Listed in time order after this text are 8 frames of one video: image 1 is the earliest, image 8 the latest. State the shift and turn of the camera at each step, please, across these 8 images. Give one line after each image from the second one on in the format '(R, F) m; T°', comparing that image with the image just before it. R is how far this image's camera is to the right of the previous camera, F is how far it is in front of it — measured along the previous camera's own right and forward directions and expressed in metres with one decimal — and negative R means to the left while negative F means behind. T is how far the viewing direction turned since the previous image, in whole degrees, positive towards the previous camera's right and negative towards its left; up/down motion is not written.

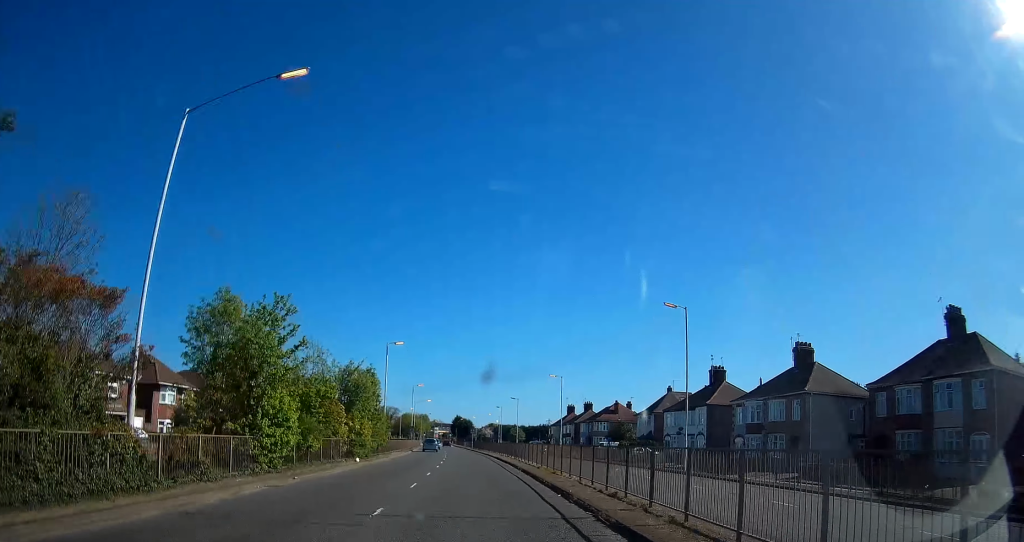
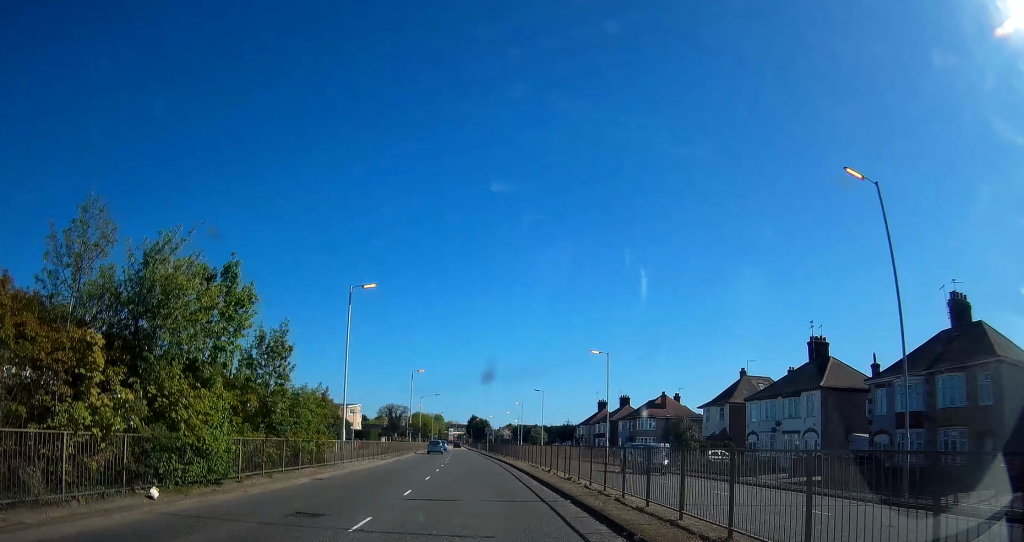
(-0.1, +19.6) m; 0°
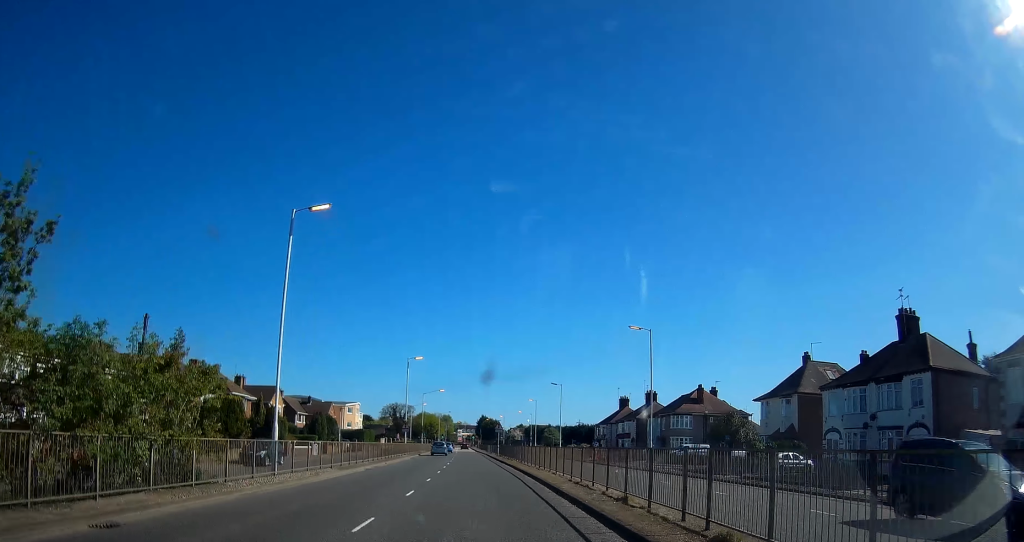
(0.0, +11.9) m; -1°
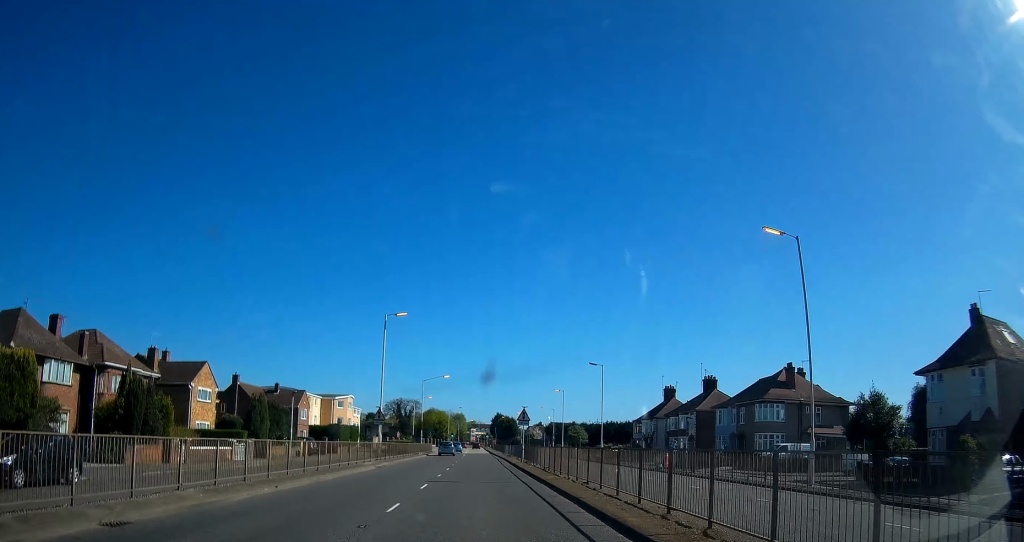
(-0.5, +21.1) m; -2°
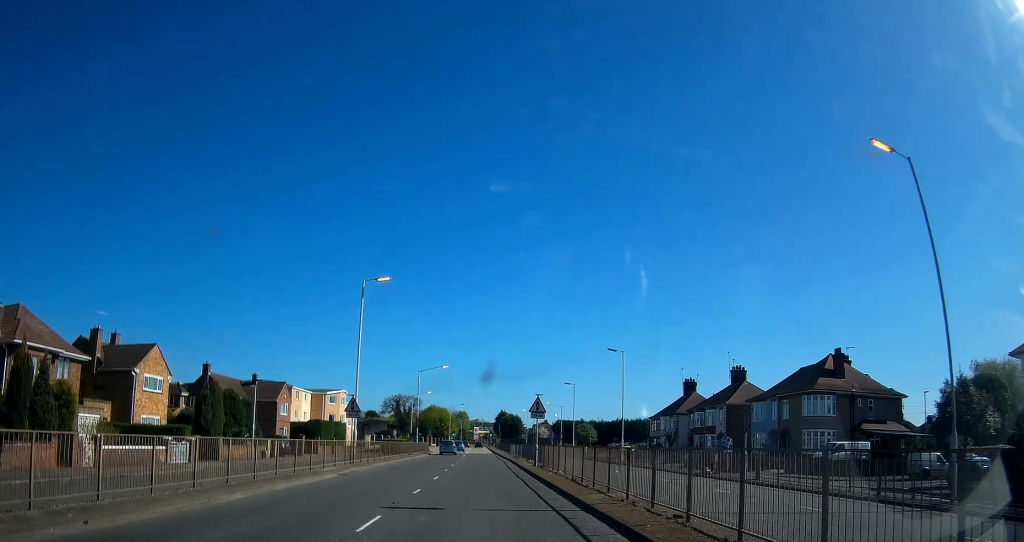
(0.0, +8.5) m; 0°
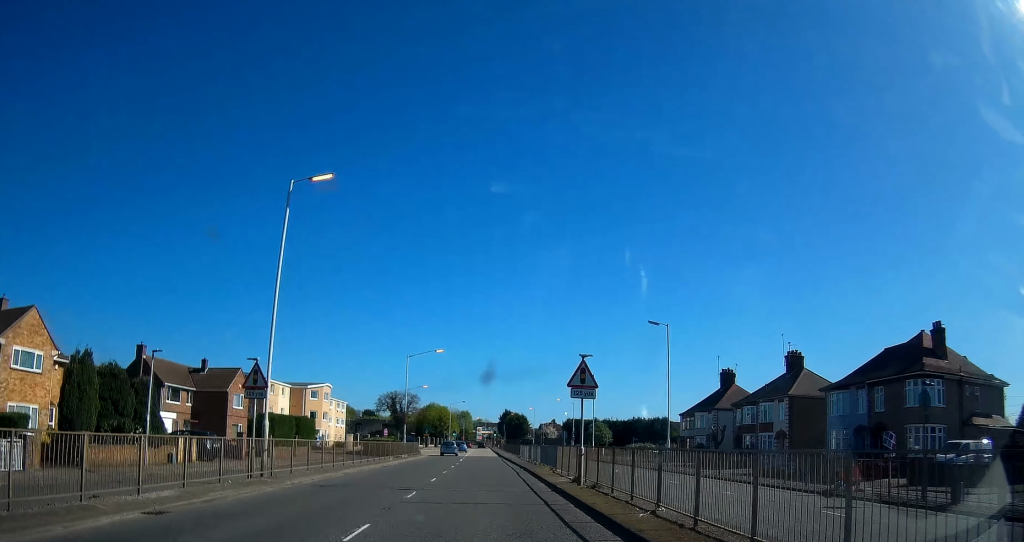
(+0.1, +13.5) m; 0°
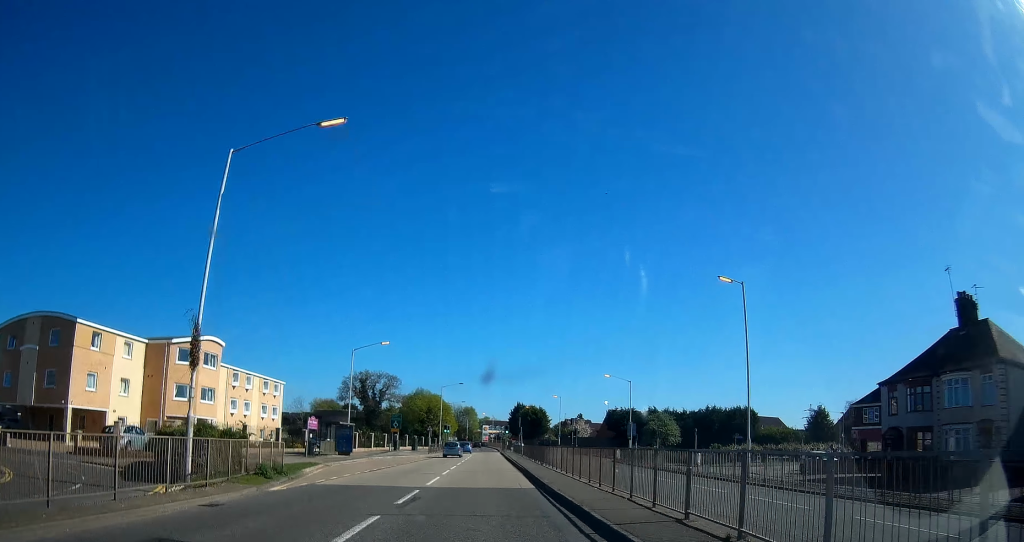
(0.0, +43.9) m; -1°
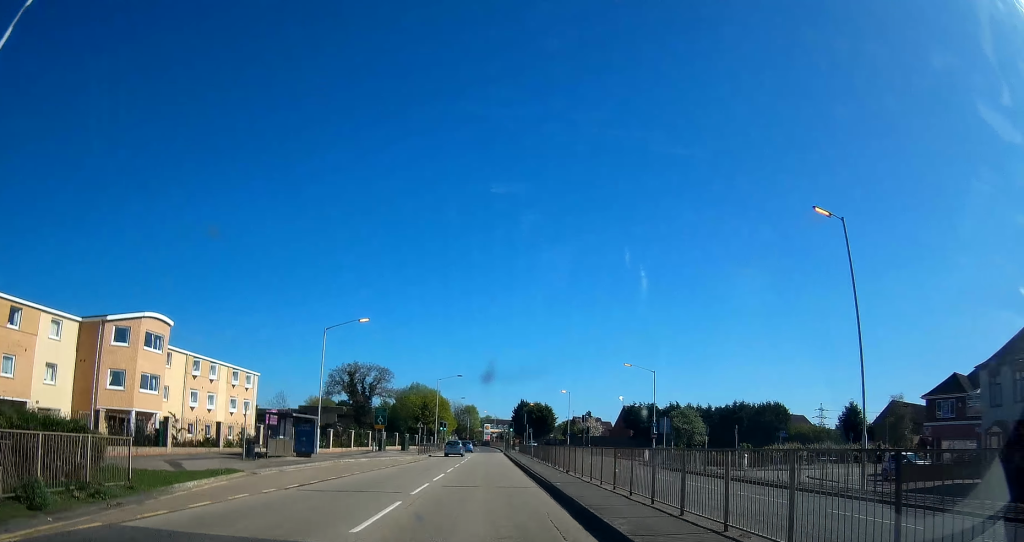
(-0.1, +10.6) m; -1°
